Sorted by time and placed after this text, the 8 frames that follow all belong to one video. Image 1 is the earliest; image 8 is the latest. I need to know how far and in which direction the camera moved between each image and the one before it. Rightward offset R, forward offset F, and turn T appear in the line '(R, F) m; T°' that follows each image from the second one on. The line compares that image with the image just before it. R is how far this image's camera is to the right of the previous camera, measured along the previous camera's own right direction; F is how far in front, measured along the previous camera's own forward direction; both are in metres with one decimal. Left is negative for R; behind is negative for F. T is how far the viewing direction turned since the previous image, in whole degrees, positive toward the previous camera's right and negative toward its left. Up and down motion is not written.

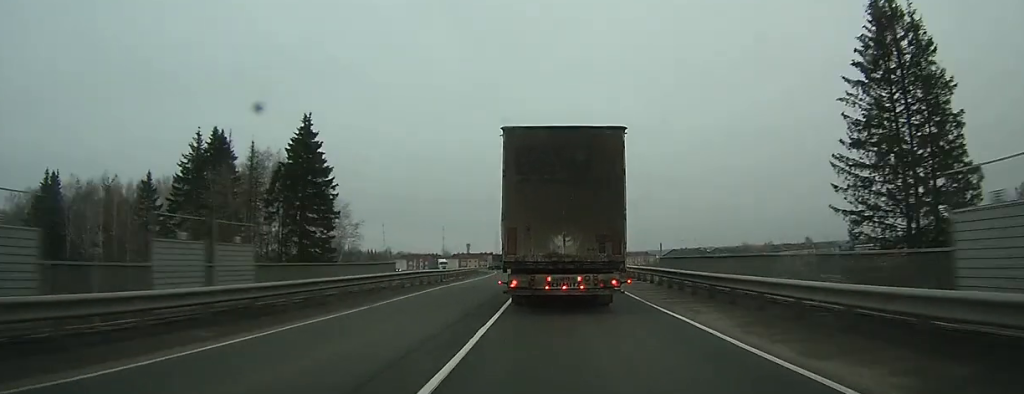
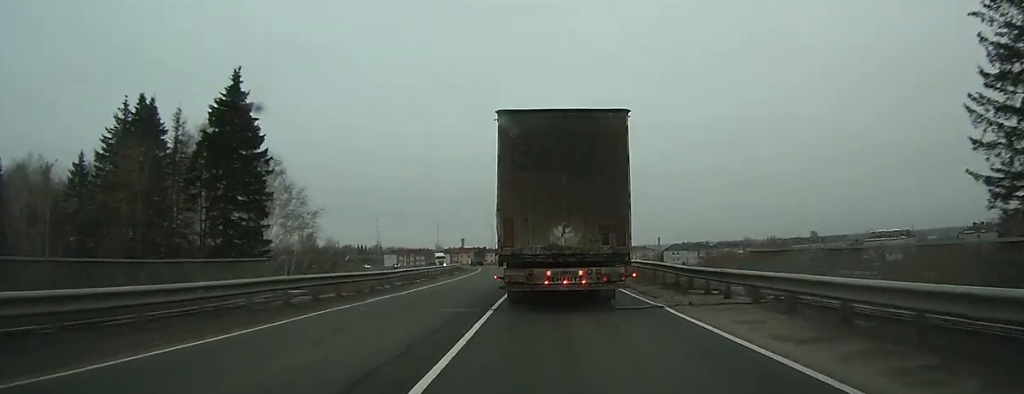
(+0.1, +15.1) m; 0°
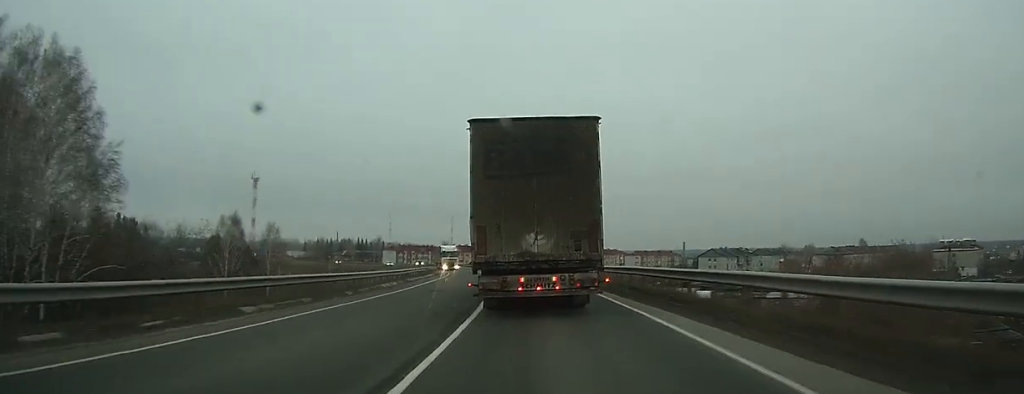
(-0.4, +44.1) m; -2°
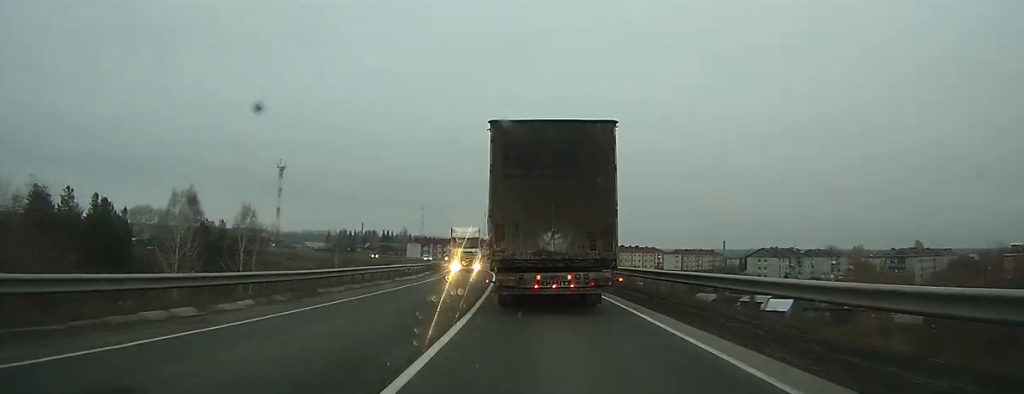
(-0.5, +24.6) m; -2°
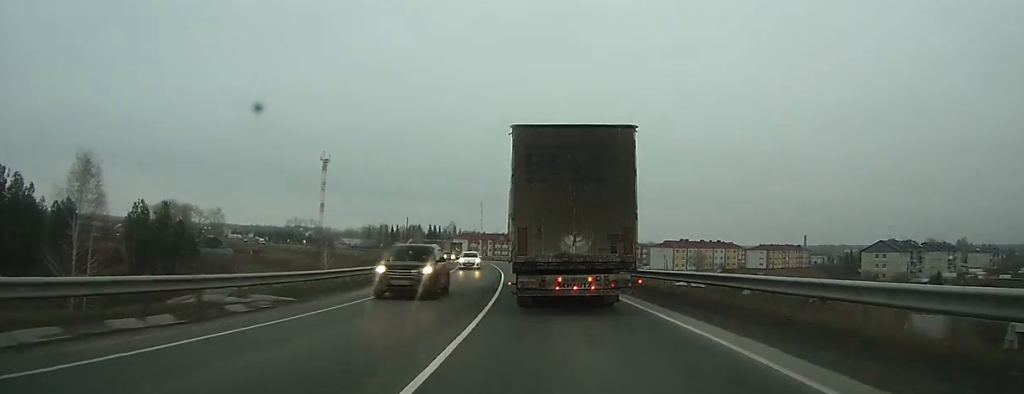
(-1.5, +49.0) m; -5°
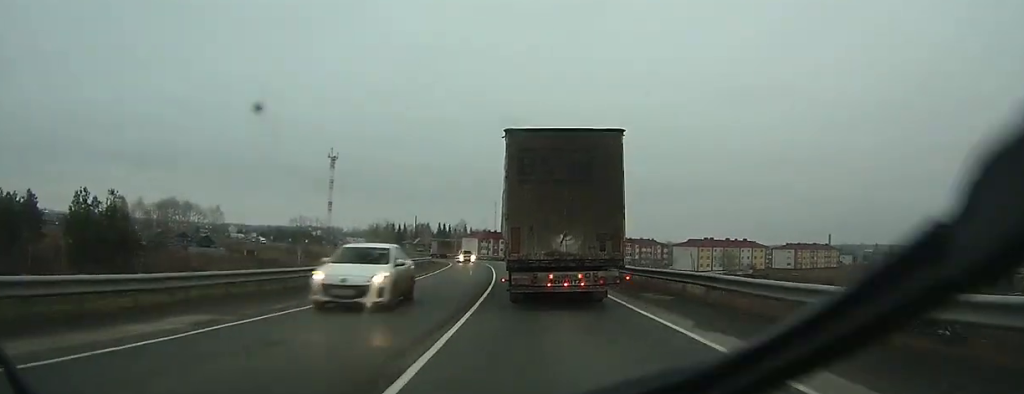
(-0.6, +18.0) m; -3°
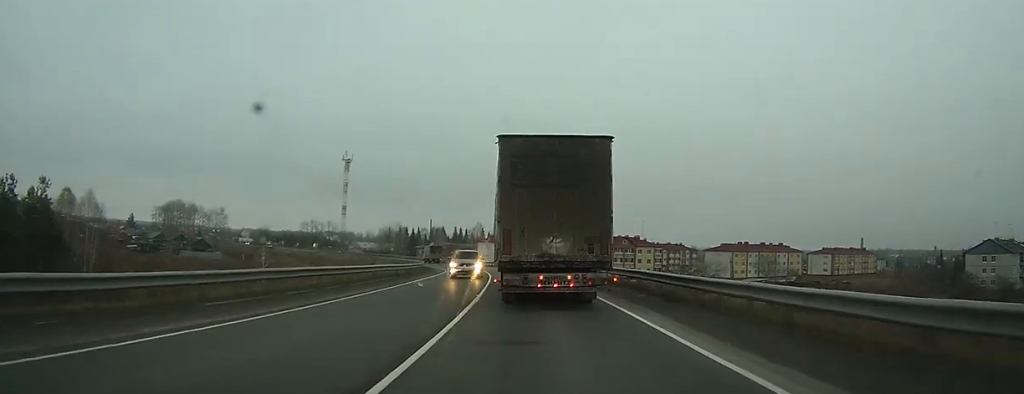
(-0.2, +17.8) m; -3°
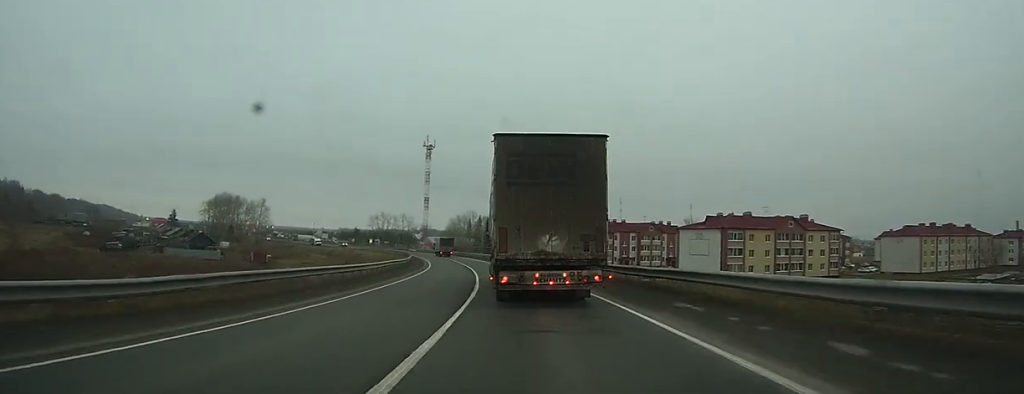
(-4.9, +55.2) m; -10°
